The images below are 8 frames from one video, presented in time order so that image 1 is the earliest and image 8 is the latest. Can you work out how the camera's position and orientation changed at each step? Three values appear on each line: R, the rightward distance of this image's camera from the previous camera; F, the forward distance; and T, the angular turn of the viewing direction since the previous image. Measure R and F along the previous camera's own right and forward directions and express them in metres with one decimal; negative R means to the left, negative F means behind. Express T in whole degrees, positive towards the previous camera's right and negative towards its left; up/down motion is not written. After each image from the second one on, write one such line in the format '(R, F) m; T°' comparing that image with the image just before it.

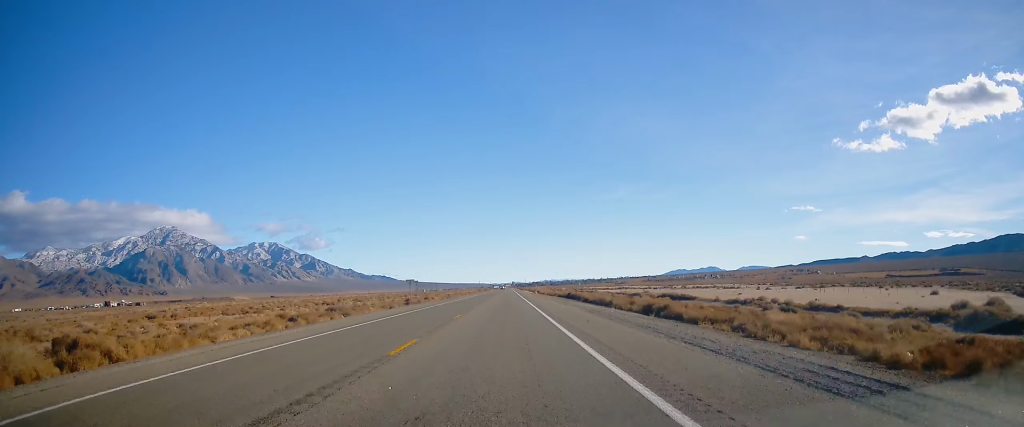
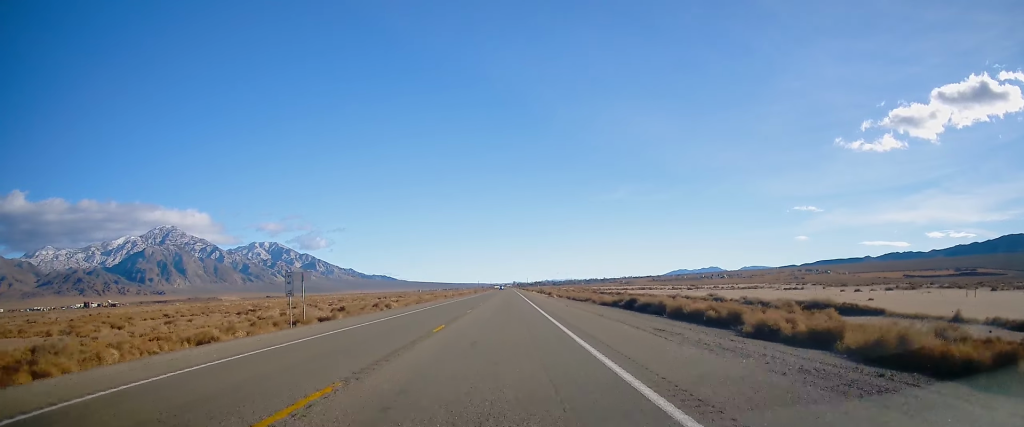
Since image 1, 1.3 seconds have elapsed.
(0.0, +42.9) m; 0°
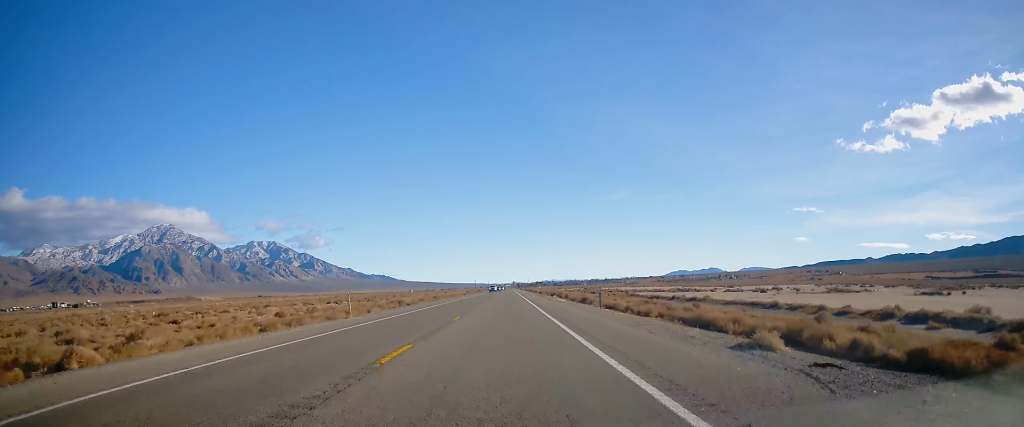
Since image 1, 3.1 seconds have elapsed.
(0.0, +55.7) m; -1°
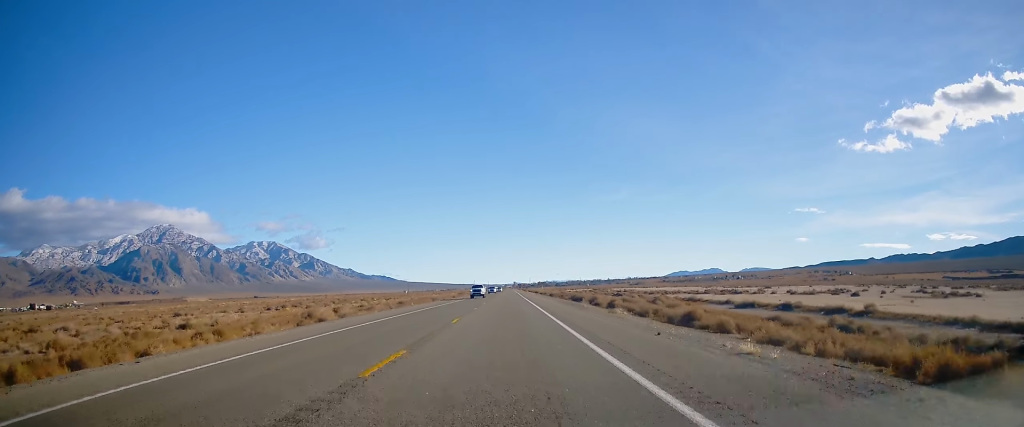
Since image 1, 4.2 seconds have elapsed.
(-0.1, +37.7) m; 0°
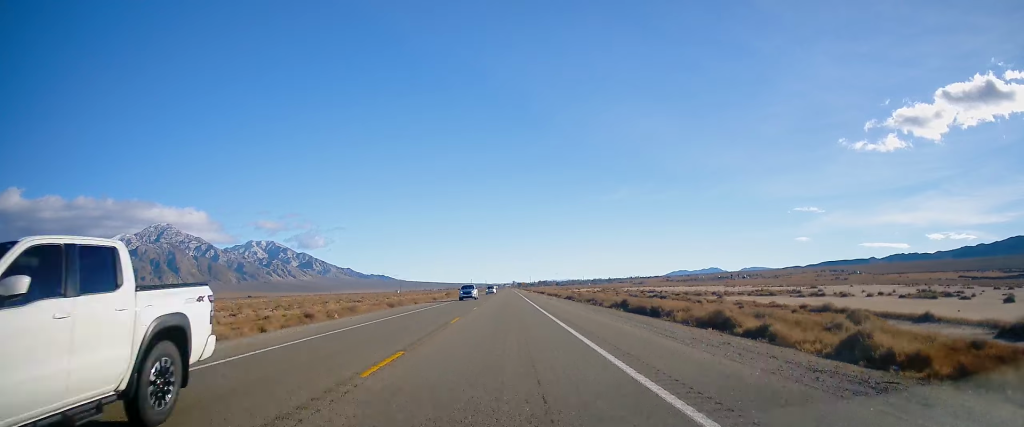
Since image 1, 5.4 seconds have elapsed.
(0.0, +36.8) m; 0°
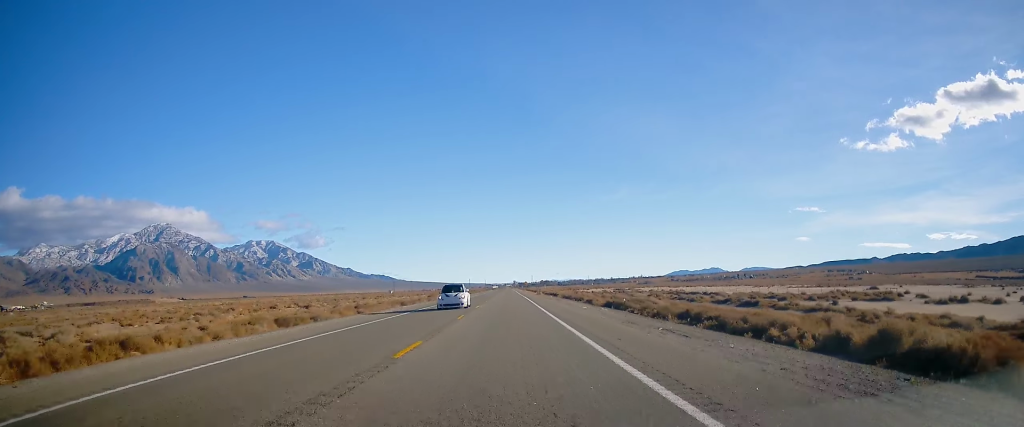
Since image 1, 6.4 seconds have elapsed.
(0.0, +34.7) m; 0°
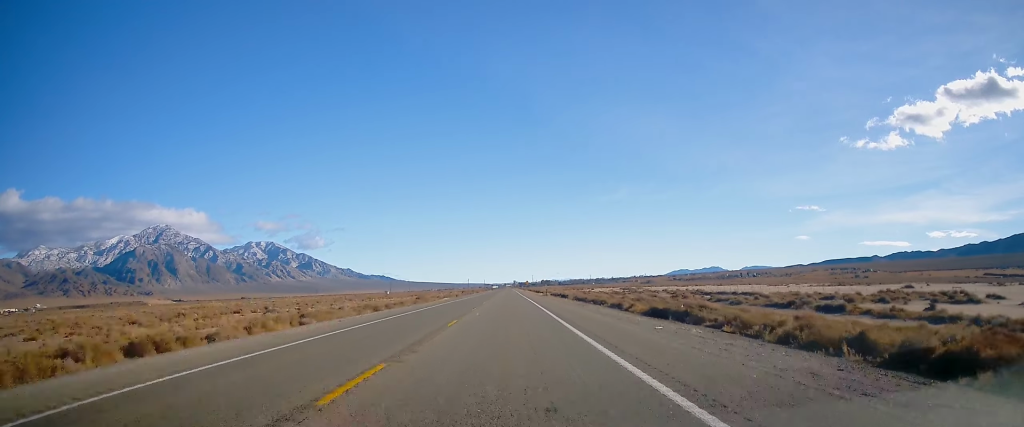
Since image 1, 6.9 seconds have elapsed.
(0.0, +16.3) m; 0°
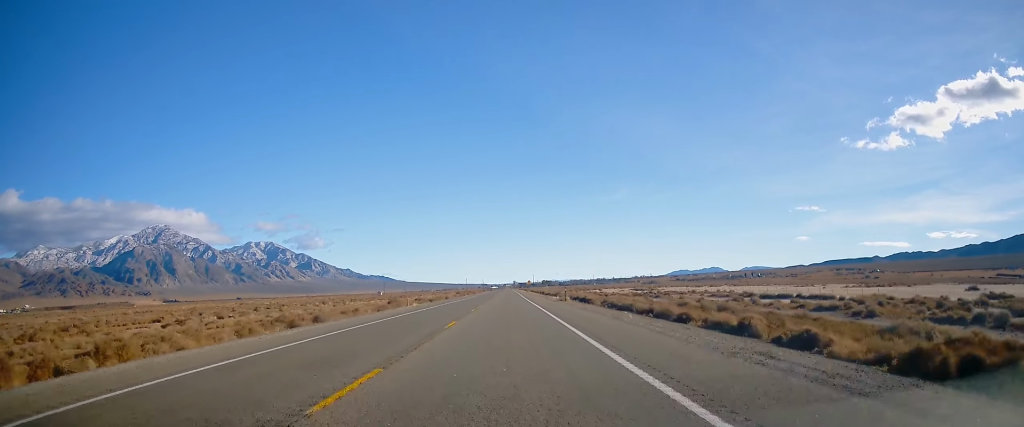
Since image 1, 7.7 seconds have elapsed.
(0.0, +25.0) m; 0°
